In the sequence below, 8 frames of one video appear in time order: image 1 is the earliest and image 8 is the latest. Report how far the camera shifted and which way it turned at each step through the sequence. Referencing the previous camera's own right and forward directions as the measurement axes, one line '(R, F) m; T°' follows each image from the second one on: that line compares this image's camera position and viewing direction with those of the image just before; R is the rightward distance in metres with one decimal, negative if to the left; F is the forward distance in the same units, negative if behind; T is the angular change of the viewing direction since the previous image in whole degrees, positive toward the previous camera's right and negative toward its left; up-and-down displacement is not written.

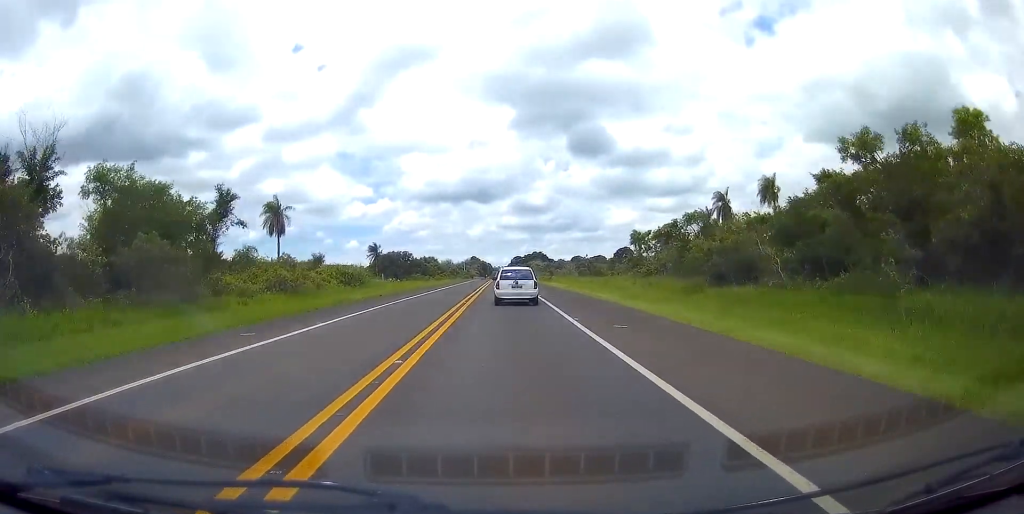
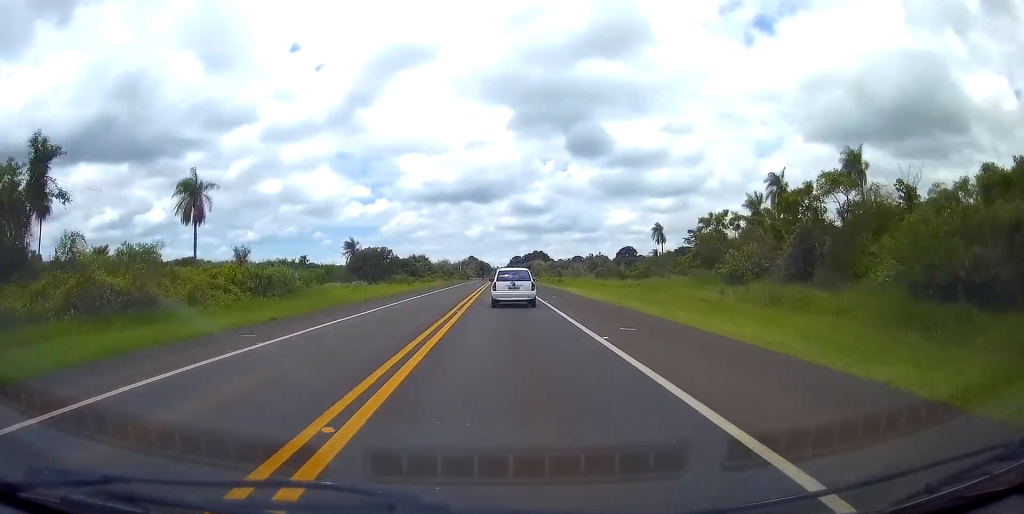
(-0.9, +20.8) m; -1°
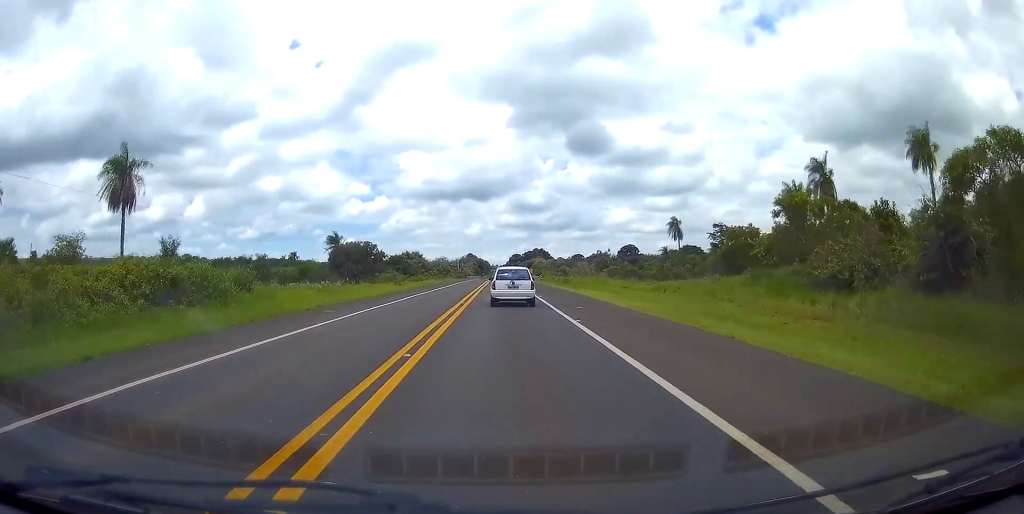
(+0.3, +11.5) m; 0°
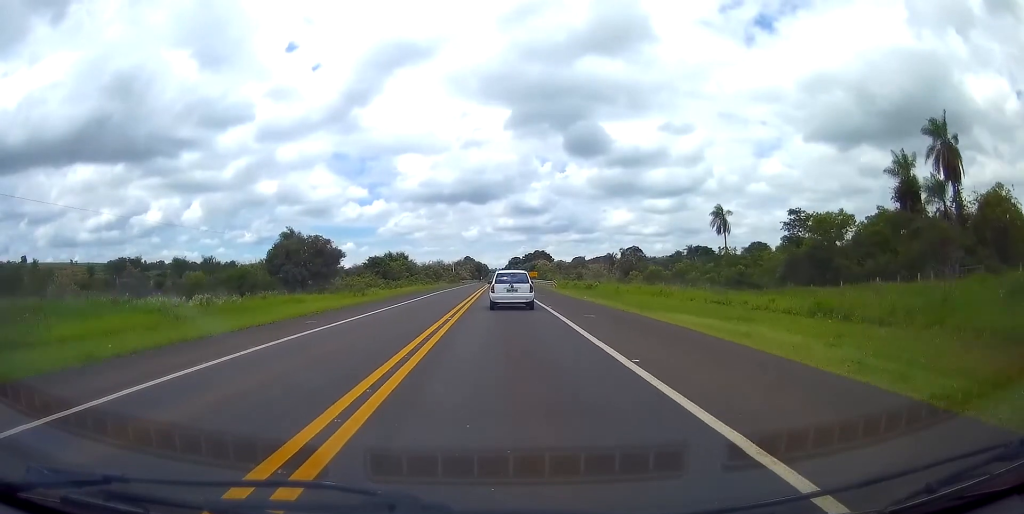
(+0.3, +22.7) m; +1°
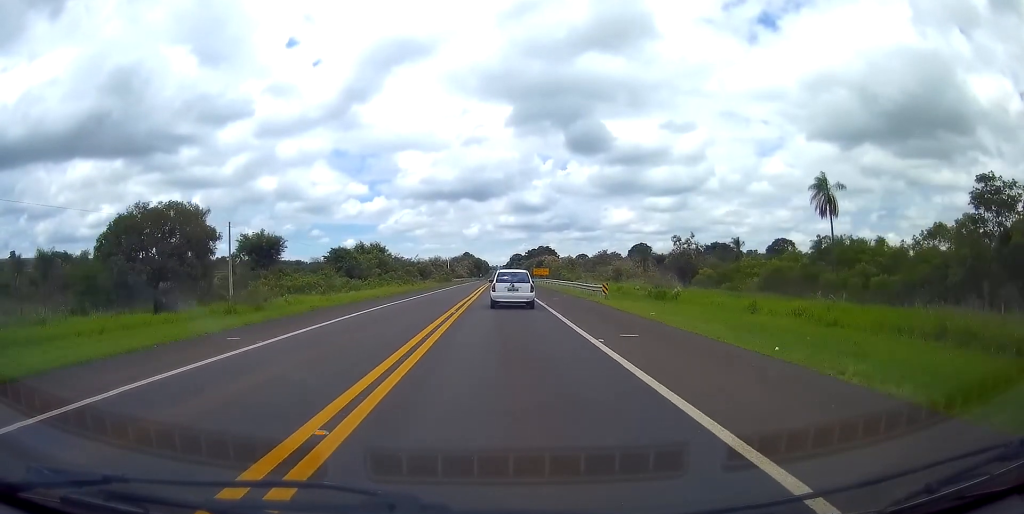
(-0.1, +28.2) m; 0°
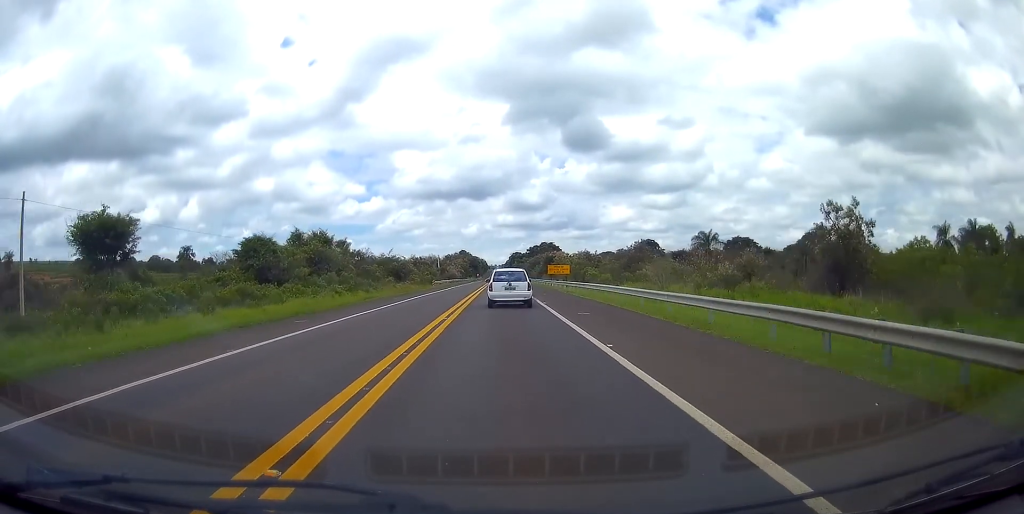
(-0.1, +32.3) m; 0°
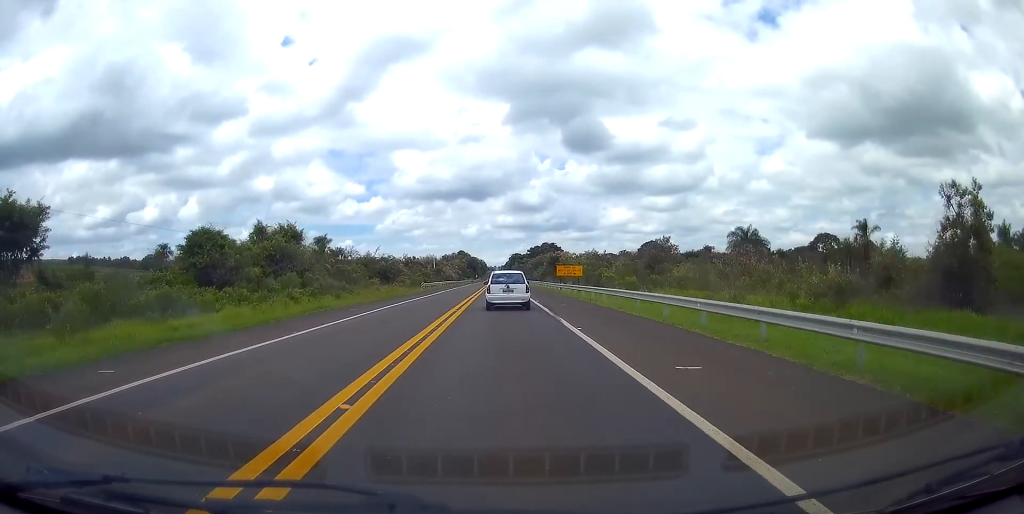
(0.0, +11.4) m; 0°
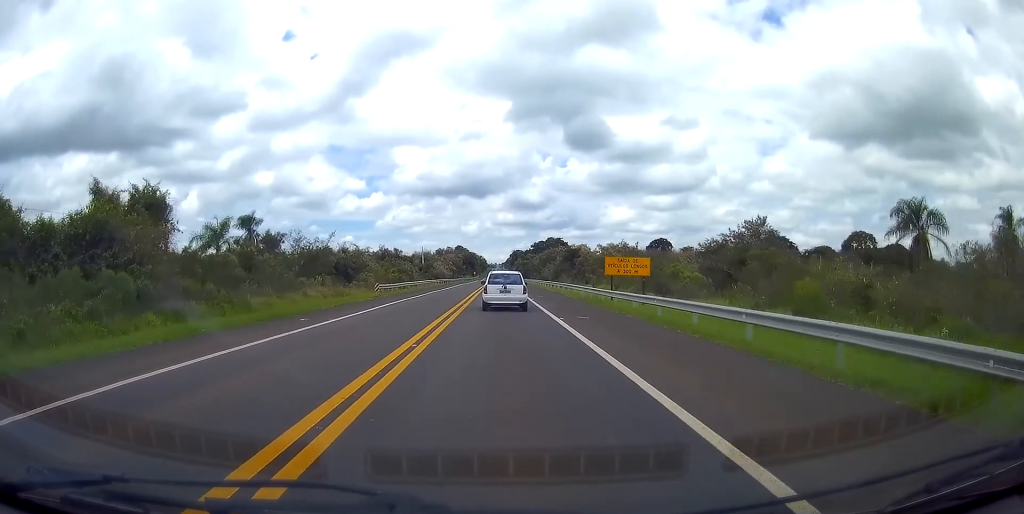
(+0.1, +27.2) m; 0°
